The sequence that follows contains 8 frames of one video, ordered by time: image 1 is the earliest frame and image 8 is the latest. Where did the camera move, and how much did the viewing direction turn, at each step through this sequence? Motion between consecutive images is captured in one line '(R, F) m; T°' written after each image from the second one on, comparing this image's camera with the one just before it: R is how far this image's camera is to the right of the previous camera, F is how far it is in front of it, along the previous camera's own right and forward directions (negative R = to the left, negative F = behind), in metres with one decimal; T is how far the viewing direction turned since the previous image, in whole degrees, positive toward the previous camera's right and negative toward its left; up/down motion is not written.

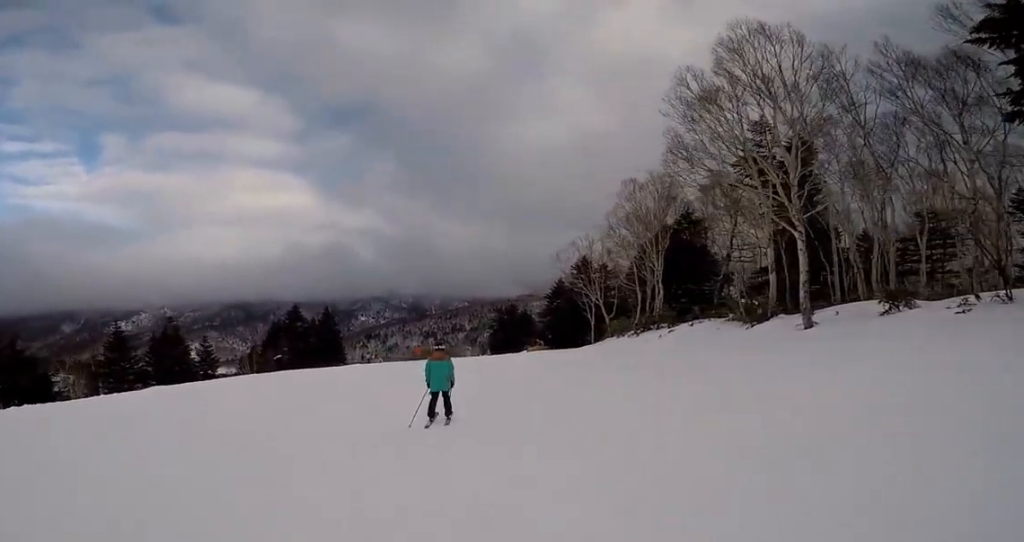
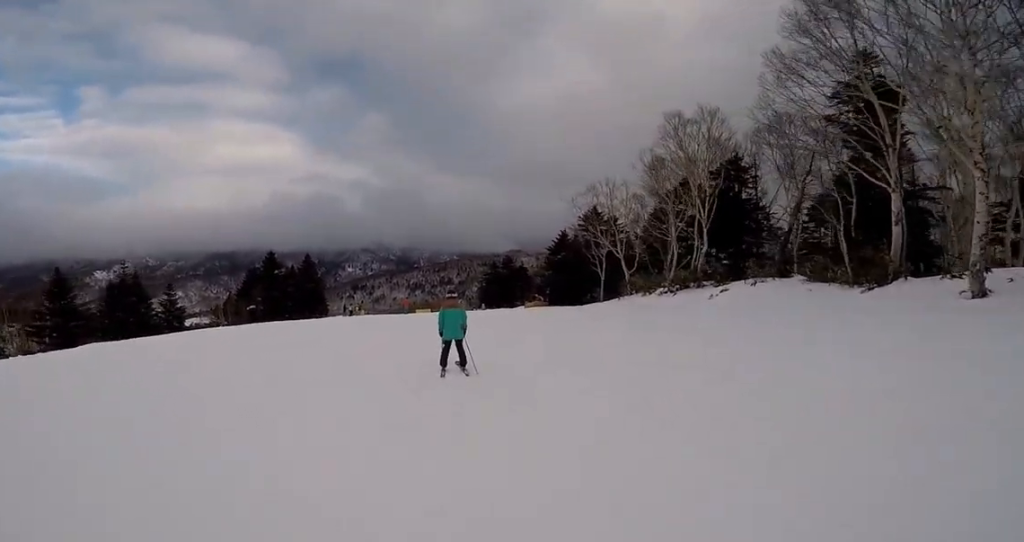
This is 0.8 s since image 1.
(+0.1, +4.7) m; +1°
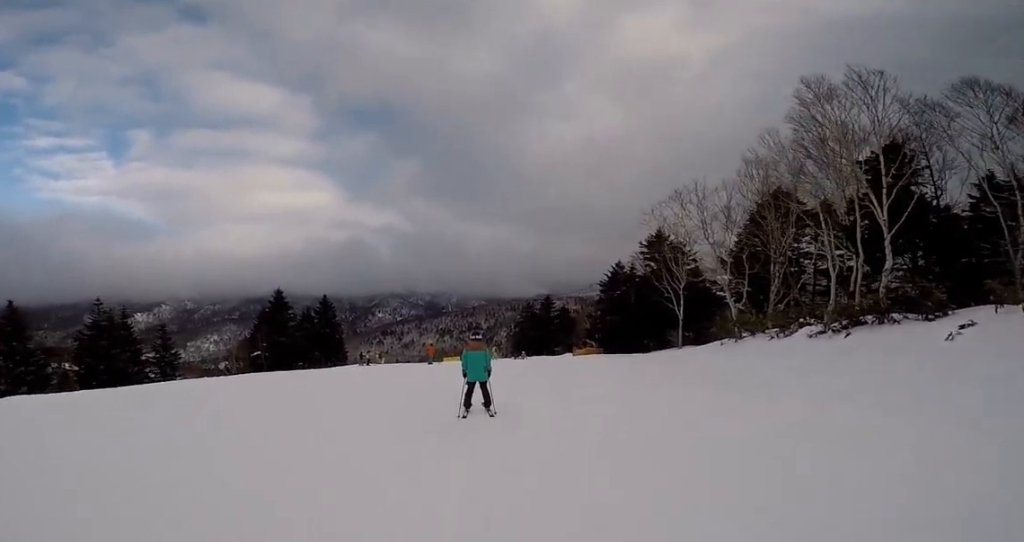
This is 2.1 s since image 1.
(0.0, +7.6) m; 0°
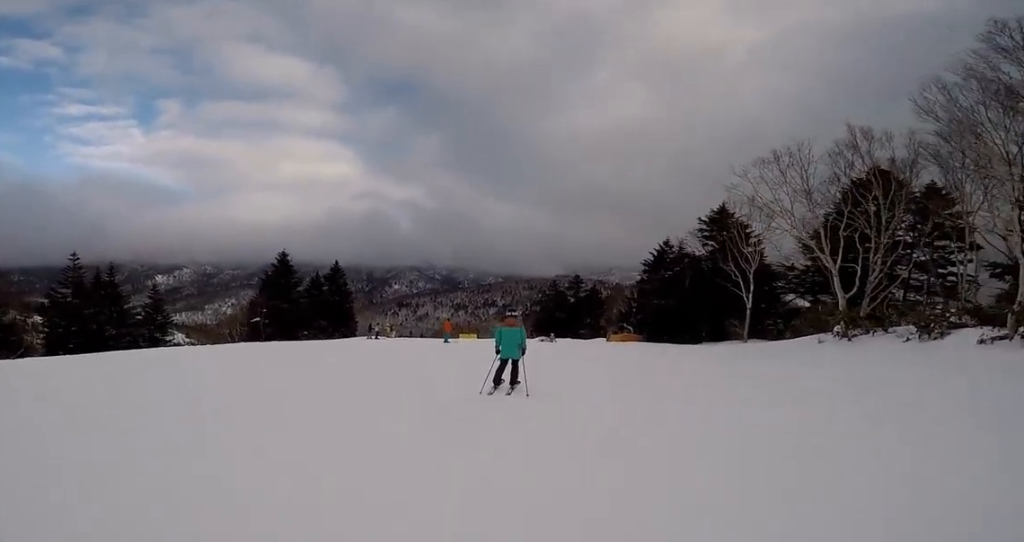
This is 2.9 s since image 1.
(0.0, +4.4) m; +3°
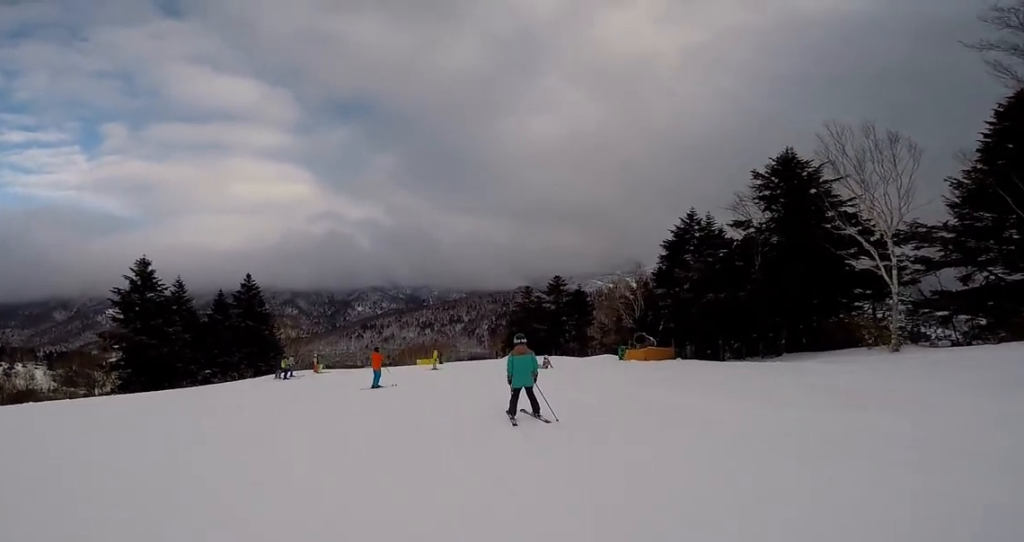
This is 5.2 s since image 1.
(+0.6, +12.2) m; -2°
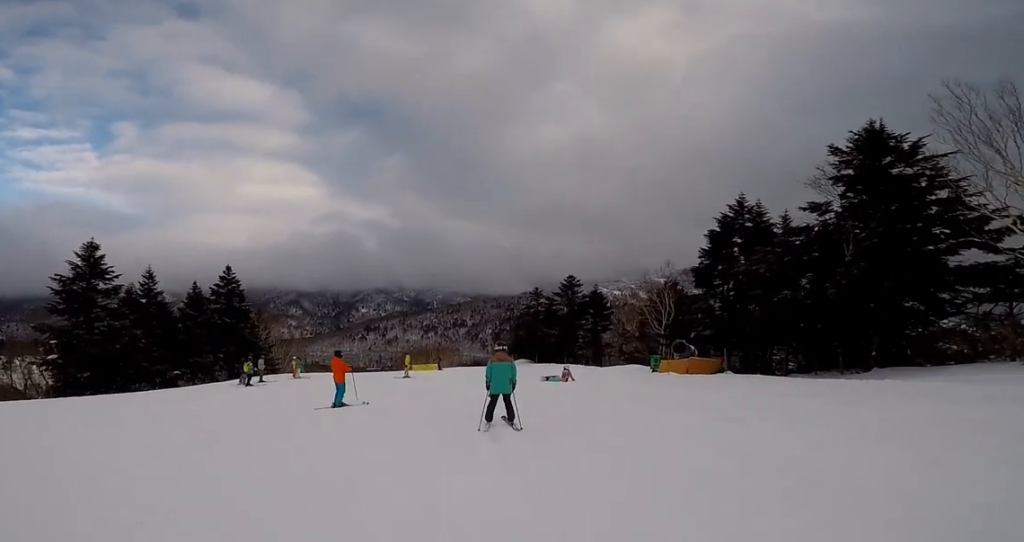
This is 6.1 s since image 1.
(-0.1, +4.9) m; +4°
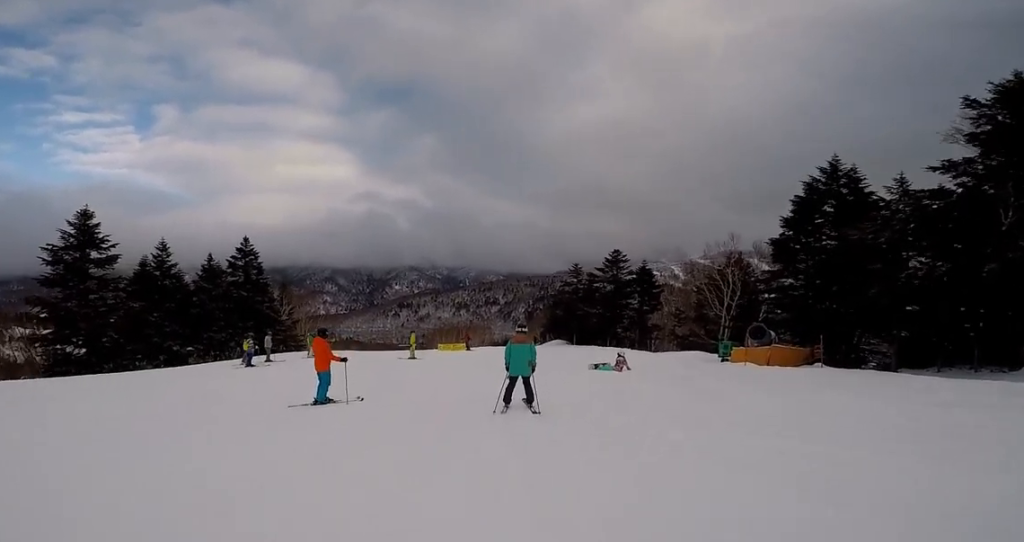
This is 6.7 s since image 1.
(+0.1, +3.4) m; +6°
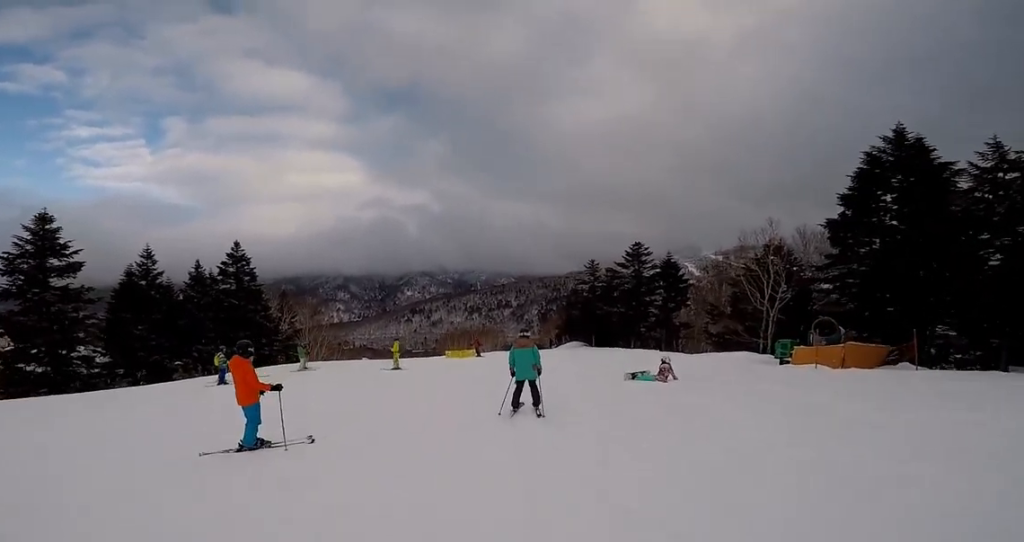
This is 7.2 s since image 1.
(+0.4, +3.2) m; +5°
